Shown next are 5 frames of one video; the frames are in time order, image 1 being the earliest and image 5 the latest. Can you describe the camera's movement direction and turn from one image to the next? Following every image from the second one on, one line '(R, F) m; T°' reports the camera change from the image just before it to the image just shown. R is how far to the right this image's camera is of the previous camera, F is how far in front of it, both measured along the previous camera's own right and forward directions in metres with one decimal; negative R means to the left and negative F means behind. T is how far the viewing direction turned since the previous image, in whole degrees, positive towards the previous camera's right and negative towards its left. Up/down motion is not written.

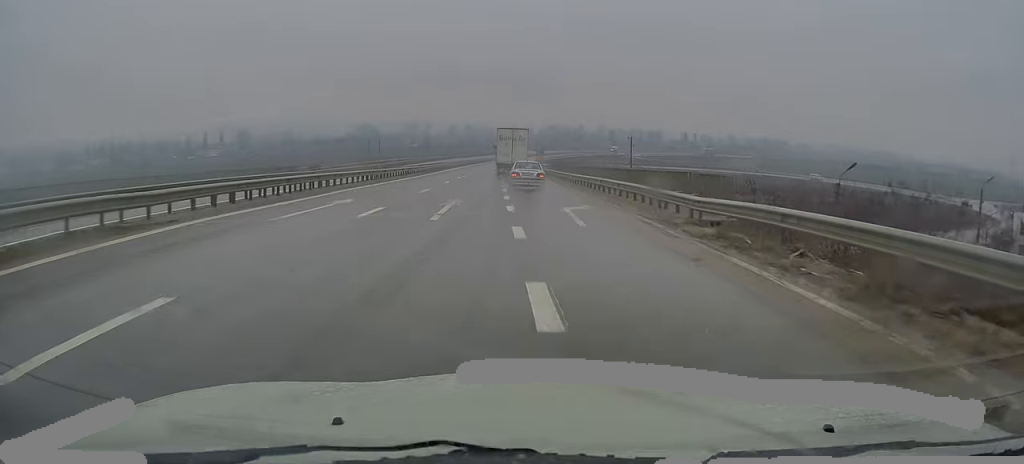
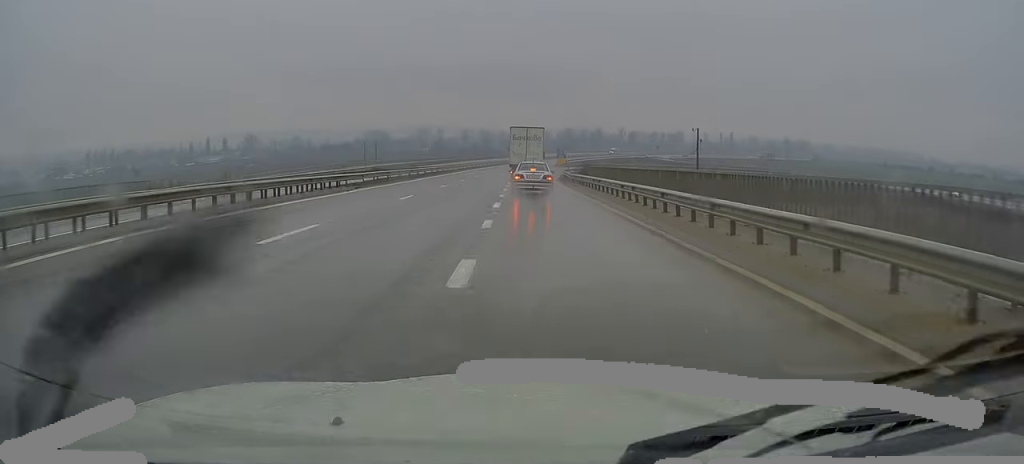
(+0.3, +28.8) m; 0°
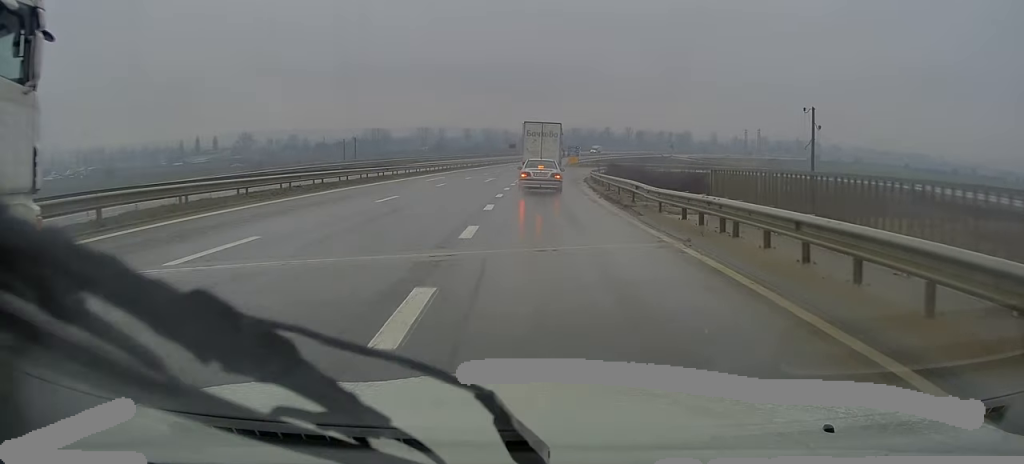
(-0.9, +26.9) m; -2°
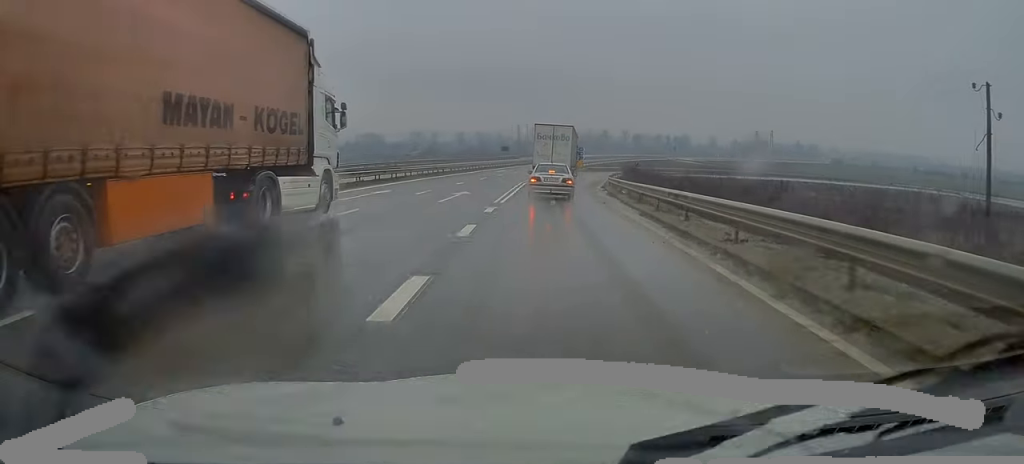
(+0.4, +17.3) m; +2°
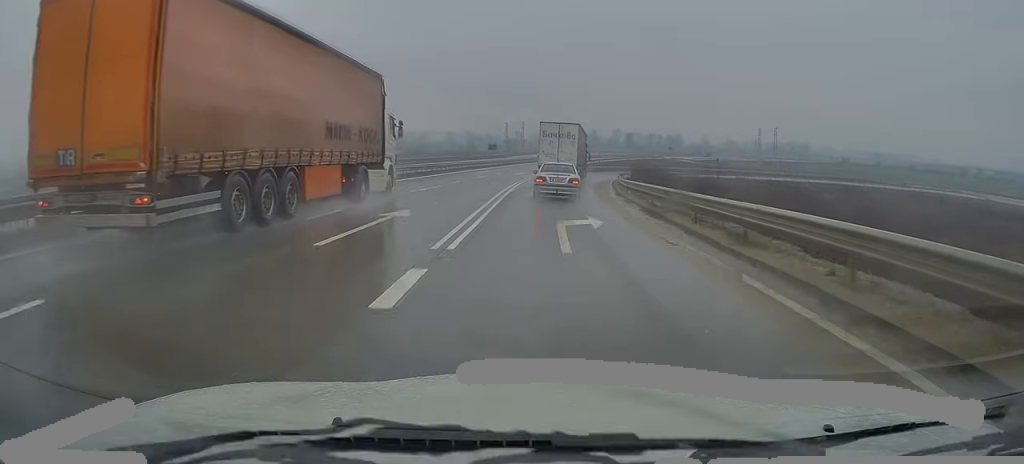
(+0.1, +11.5) m; 0°
